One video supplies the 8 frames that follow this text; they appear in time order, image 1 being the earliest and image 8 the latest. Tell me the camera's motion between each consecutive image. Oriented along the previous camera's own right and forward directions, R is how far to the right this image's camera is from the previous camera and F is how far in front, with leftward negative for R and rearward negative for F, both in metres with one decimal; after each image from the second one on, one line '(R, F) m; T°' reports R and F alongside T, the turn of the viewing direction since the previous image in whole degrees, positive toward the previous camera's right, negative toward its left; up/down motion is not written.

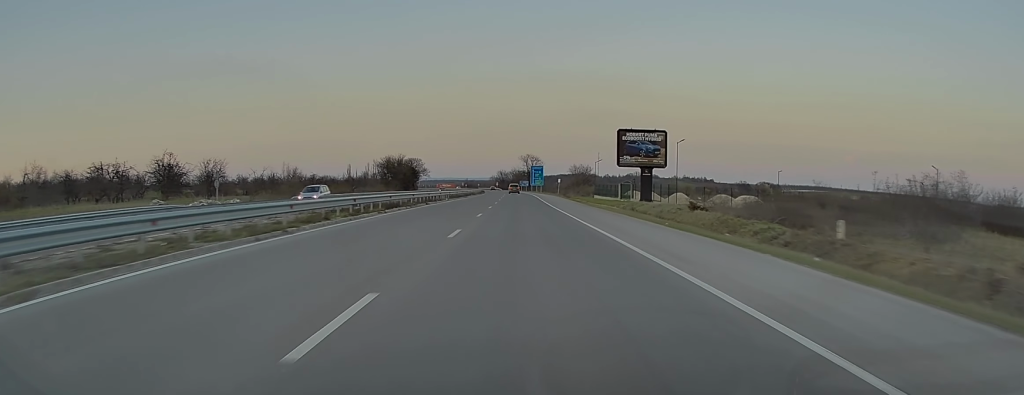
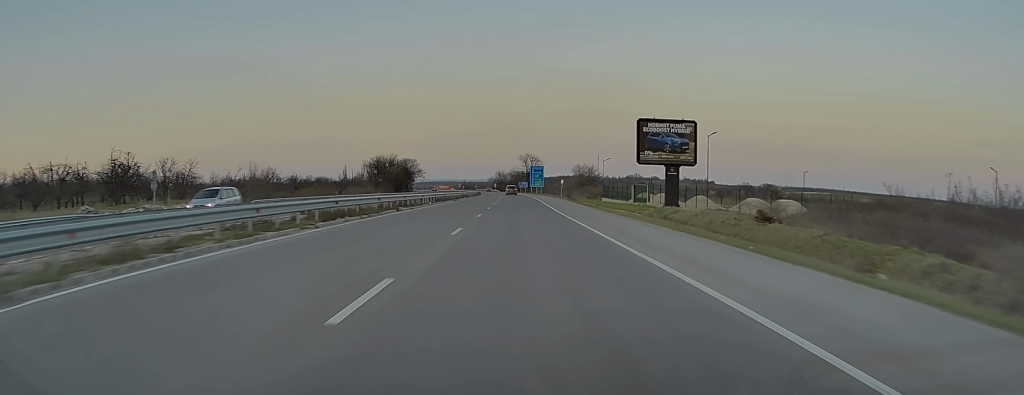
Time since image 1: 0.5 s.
(0.0, +10.5) m; 0°
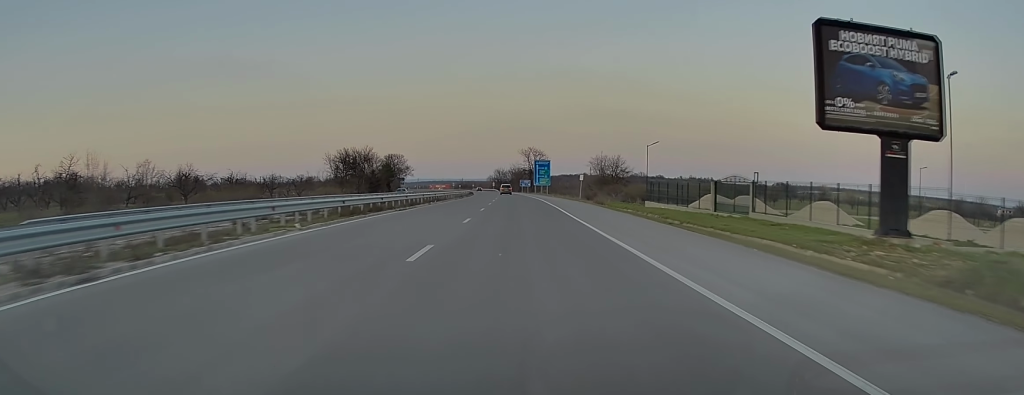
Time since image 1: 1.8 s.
(-0.1, +30.6) m; 0°
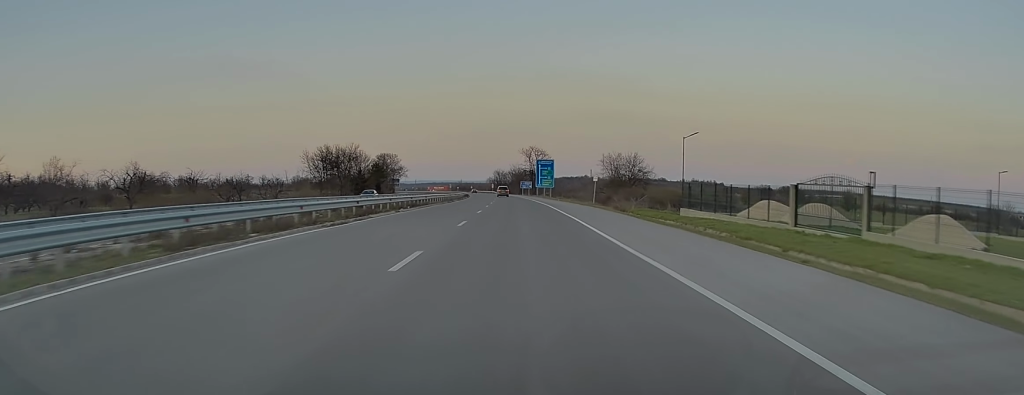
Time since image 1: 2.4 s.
(0.0, +13.3) m; 0°
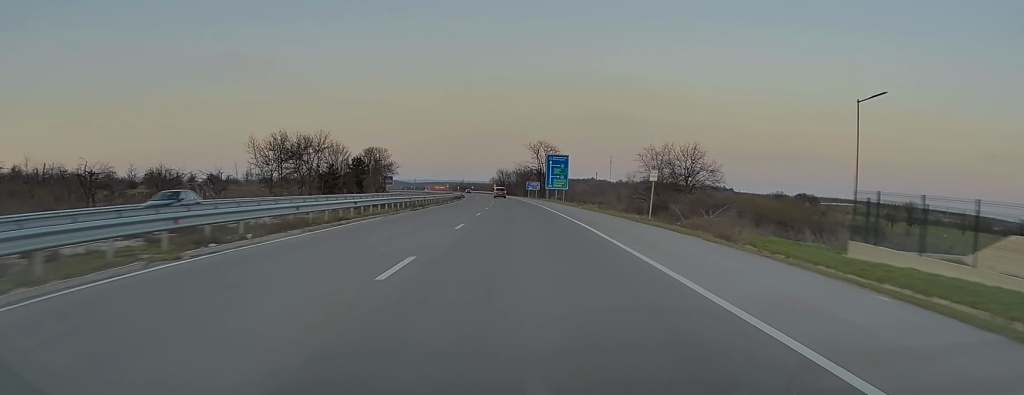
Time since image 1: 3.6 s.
(+0.1, +24.6) m; 0°
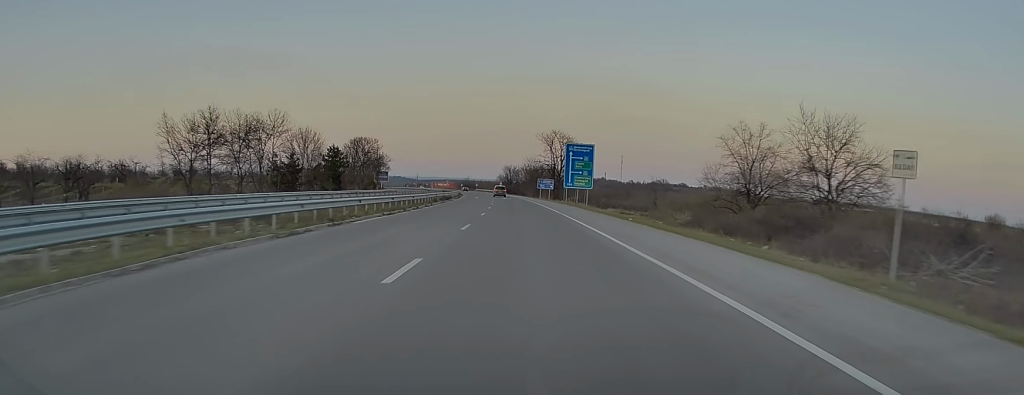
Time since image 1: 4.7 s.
(-0.2, +24.2) m; -1°
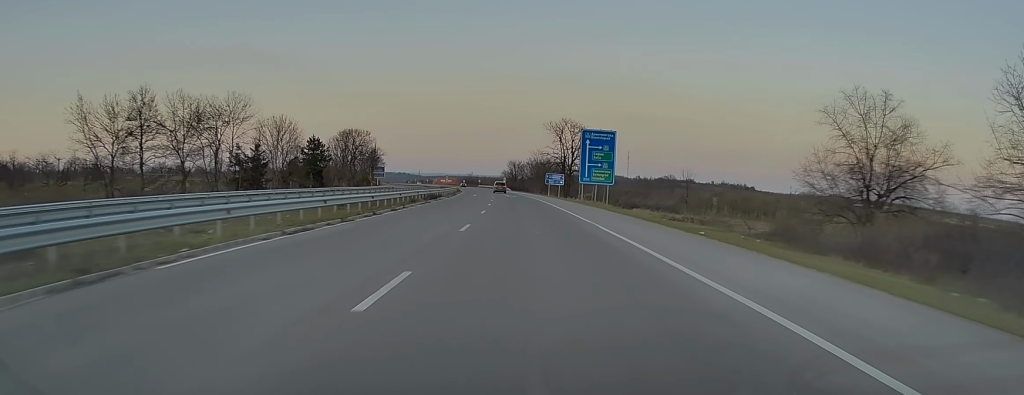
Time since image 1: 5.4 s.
(0.0, +14.1) m; -1°
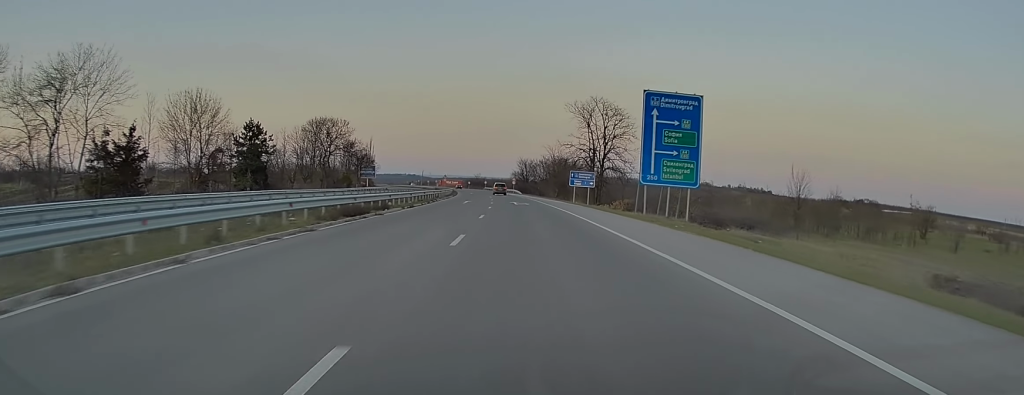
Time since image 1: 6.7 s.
(-0.2, +28.4) m; 0°
